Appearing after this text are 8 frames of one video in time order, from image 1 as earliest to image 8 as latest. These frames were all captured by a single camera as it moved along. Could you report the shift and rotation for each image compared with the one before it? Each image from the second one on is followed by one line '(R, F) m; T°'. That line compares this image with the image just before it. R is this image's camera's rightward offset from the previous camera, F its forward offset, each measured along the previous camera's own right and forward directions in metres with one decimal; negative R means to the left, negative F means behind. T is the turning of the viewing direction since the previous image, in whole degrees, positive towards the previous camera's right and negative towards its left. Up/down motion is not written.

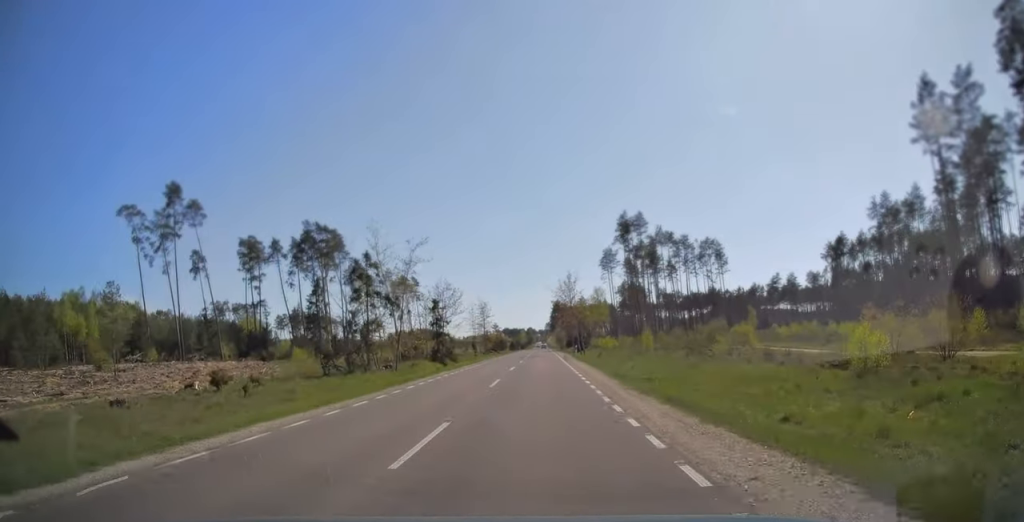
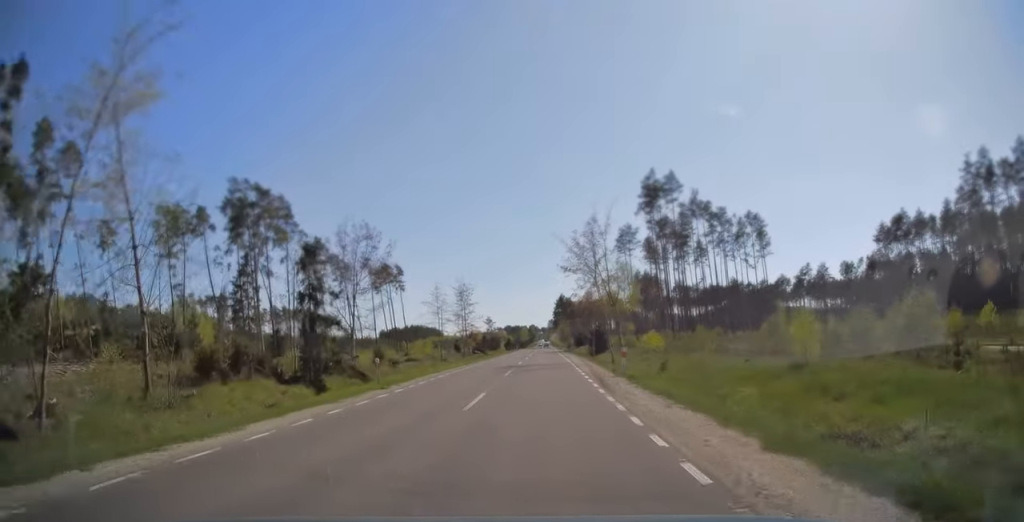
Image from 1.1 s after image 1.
(-0.1, +29.3) m; 0°
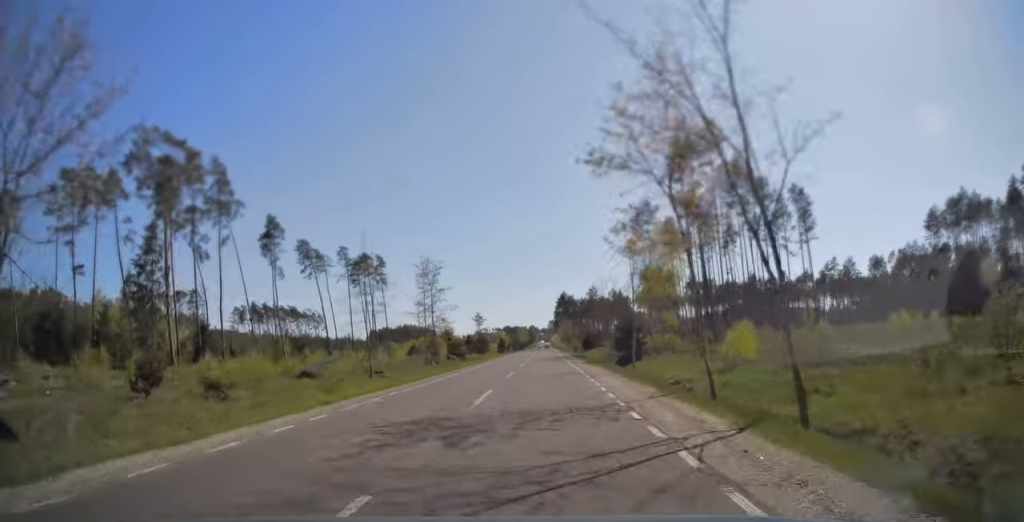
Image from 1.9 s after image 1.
(0.0, +22.9) m; 0°
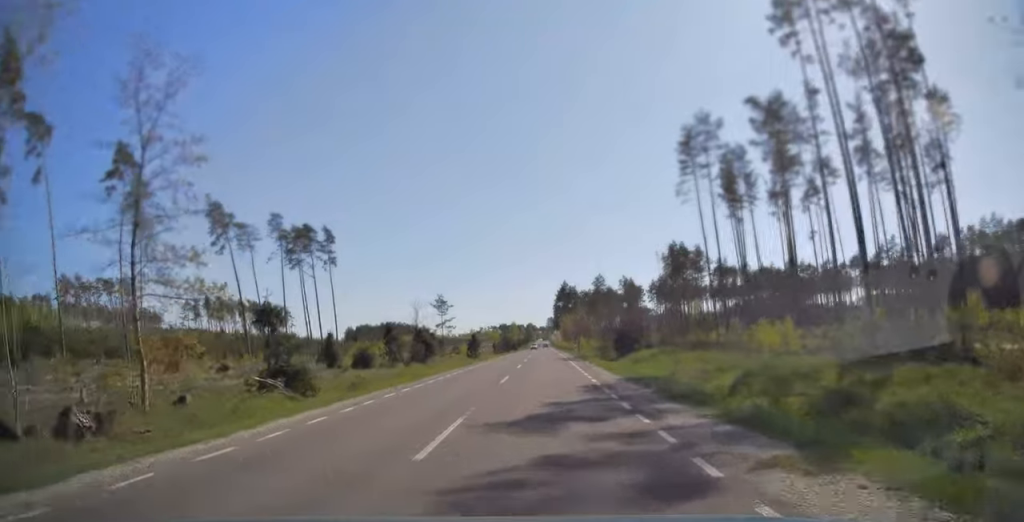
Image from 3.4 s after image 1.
(0.0, +41.6) m; 0°
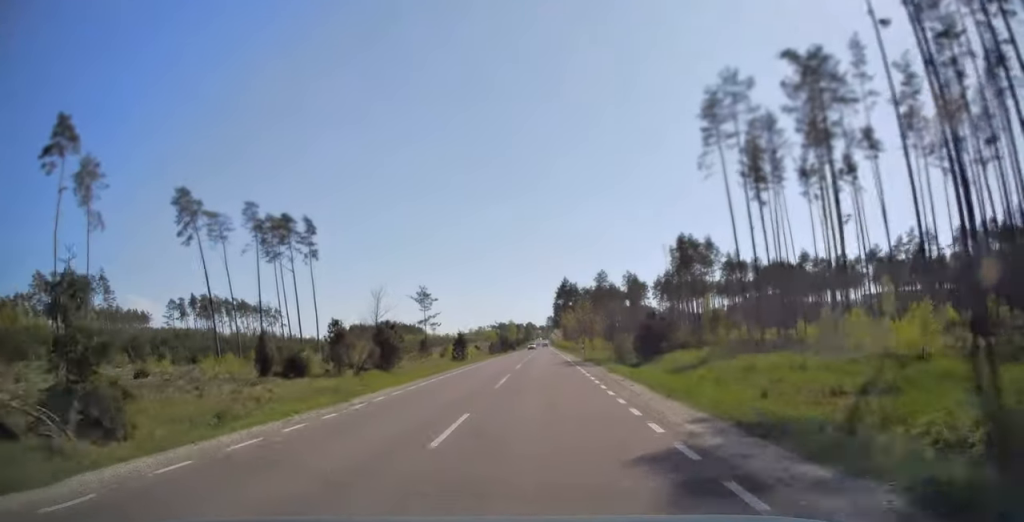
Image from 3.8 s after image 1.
(0.0, +11.0) m; 0°
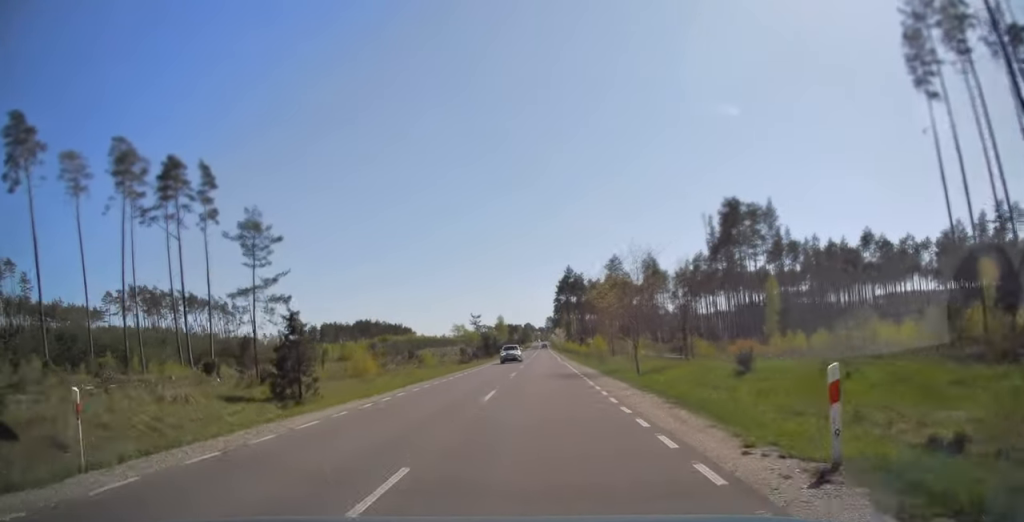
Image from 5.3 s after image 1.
(+0.1, +40.2) m; 0°
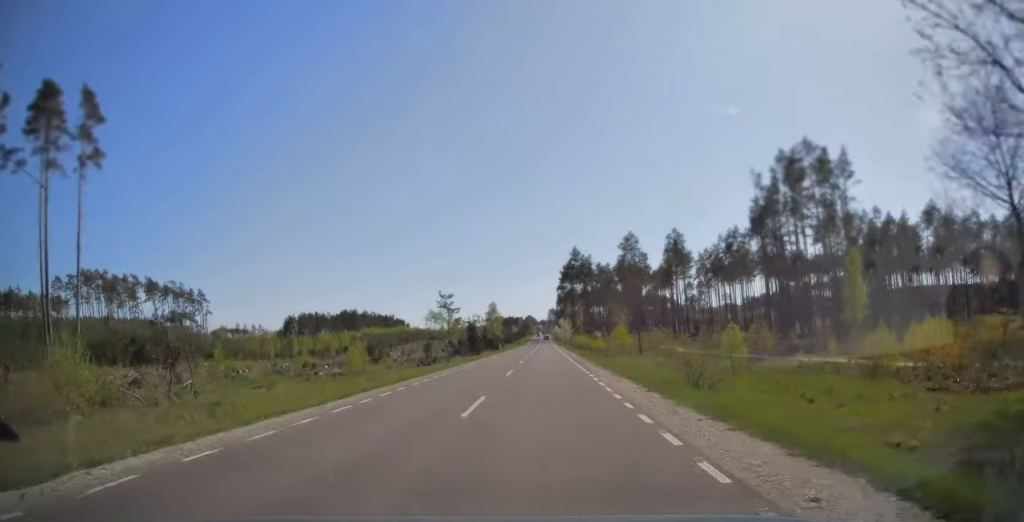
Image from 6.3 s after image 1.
(-0.1, +27.4) m; 0°
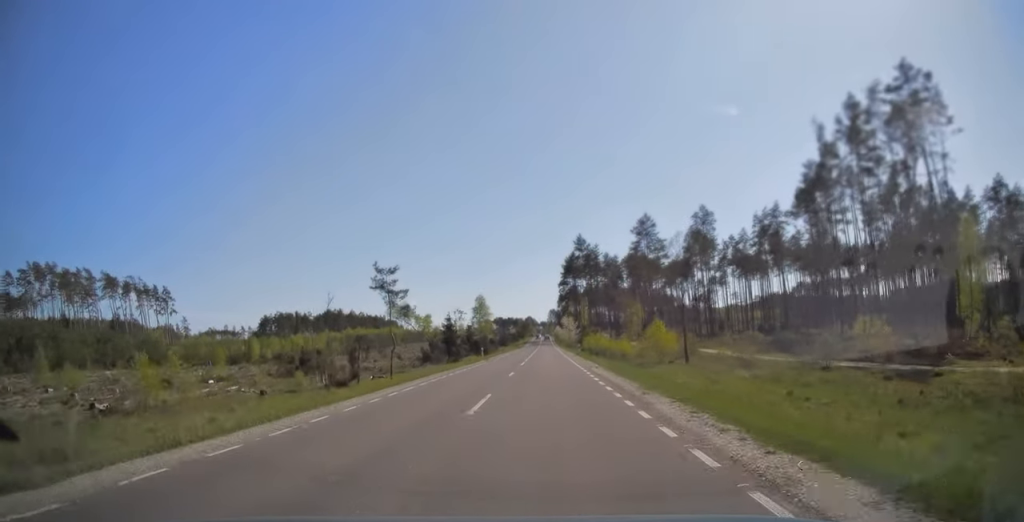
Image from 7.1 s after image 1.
(0.0, +22.9) m; 0°
